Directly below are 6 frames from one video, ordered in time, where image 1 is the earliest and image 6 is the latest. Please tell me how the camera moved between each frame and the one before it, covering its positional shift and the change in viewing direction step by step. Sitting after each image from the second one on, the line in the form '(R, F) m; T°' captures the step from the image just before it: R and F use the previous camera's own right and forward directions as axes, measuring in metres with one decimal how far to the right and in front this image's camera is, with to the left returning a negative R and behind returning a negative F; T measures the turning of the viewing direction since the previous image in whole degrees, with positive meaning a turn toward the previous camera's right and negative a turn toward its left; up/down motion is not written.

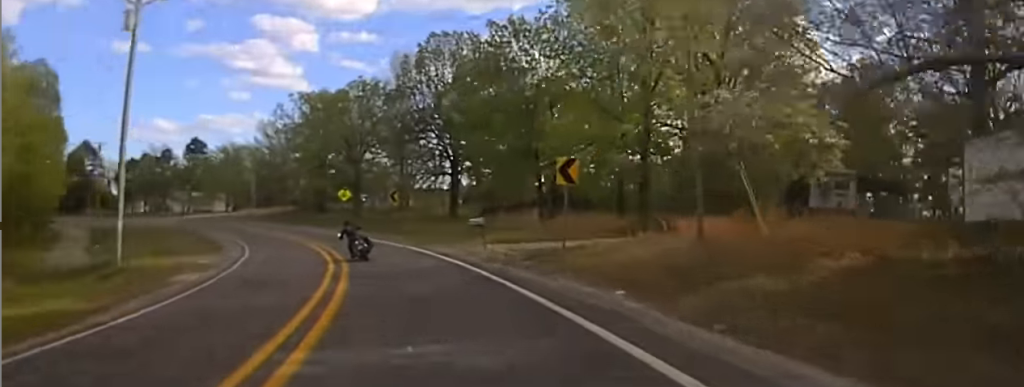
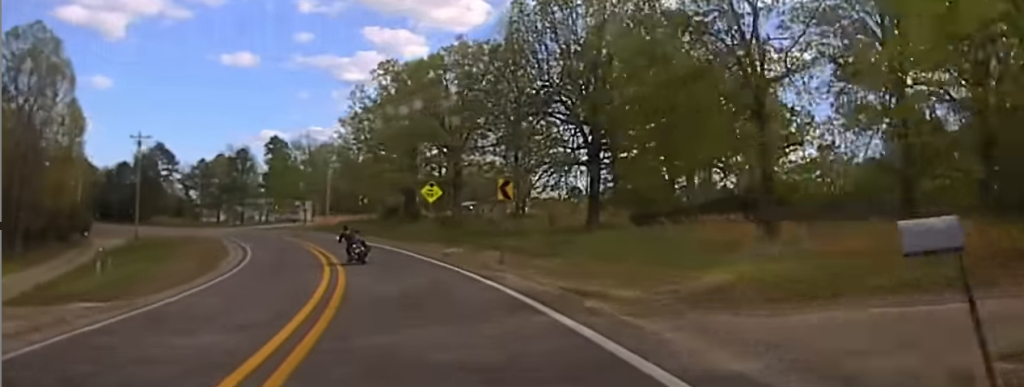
(0.0, +24.5) m; -11°
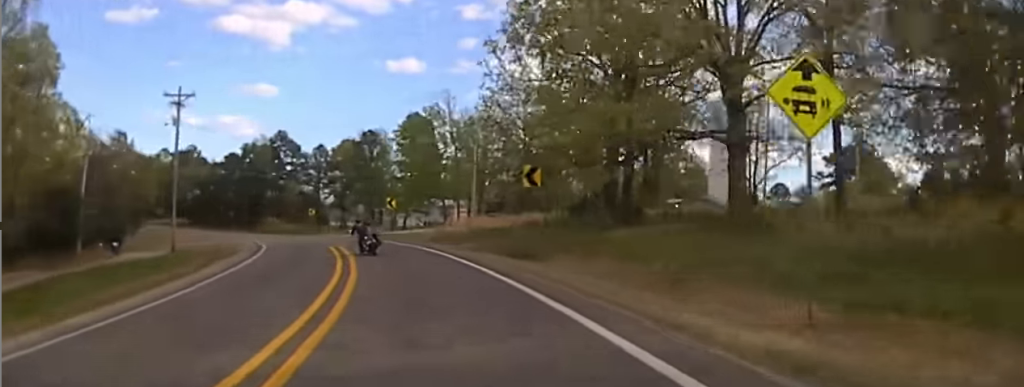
(-8.5, +35.9) m; -20°
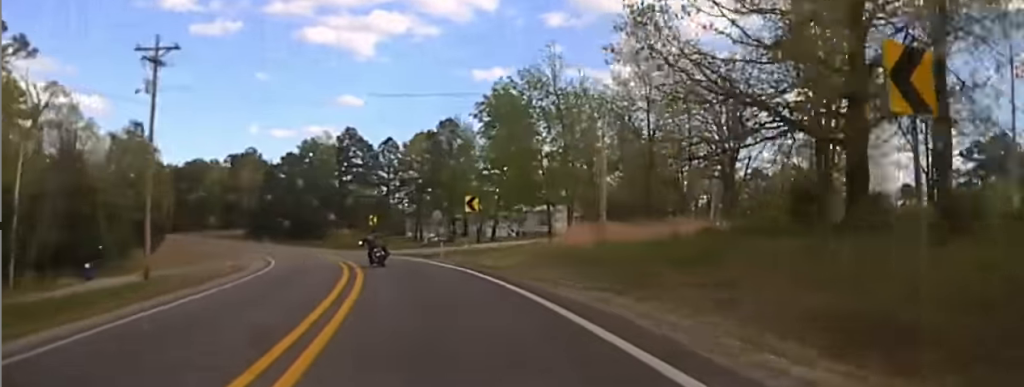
(-0.9, +21.2) m; -2°
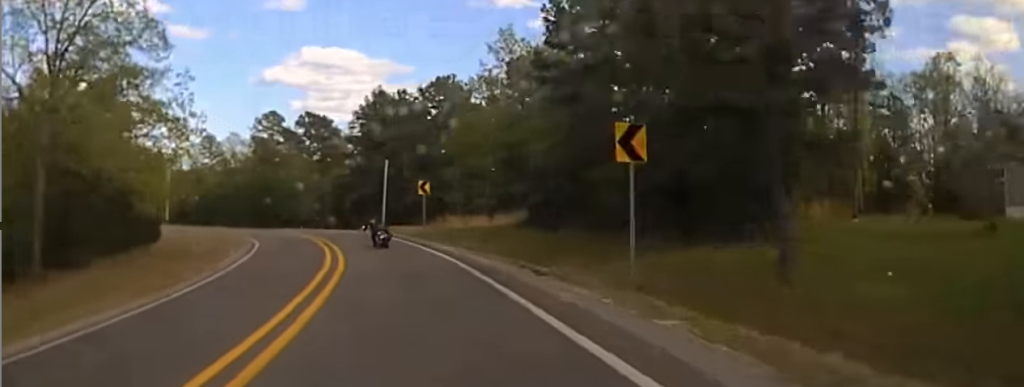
(-0.2, +88.2) m; -4°
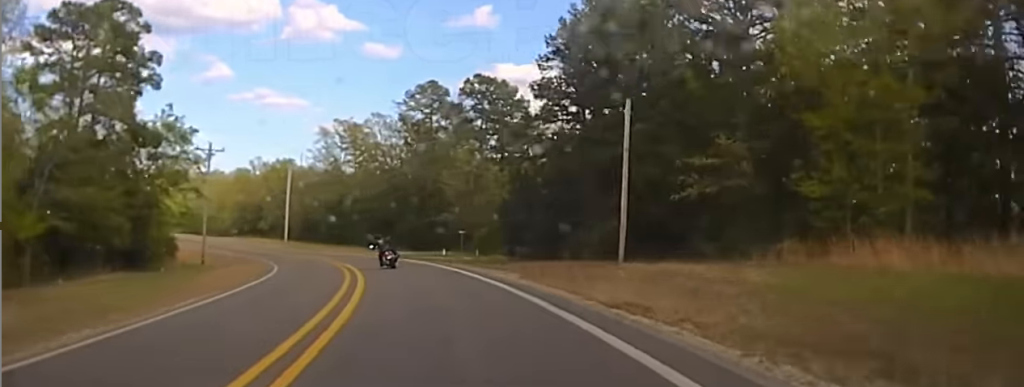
(-7.8, +46.0) m; -26°
